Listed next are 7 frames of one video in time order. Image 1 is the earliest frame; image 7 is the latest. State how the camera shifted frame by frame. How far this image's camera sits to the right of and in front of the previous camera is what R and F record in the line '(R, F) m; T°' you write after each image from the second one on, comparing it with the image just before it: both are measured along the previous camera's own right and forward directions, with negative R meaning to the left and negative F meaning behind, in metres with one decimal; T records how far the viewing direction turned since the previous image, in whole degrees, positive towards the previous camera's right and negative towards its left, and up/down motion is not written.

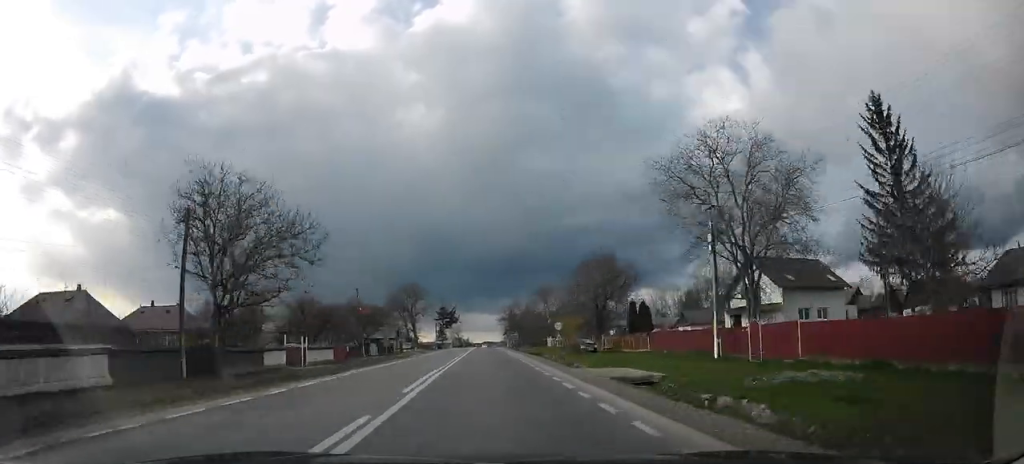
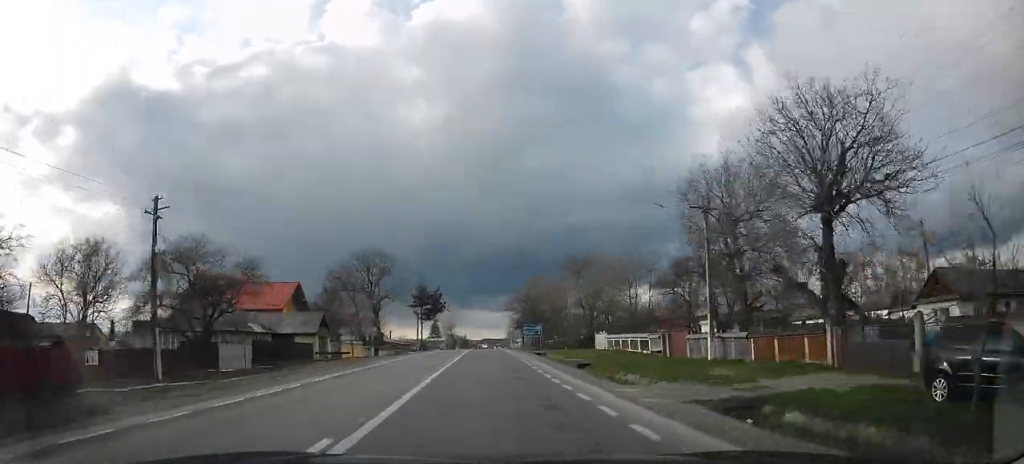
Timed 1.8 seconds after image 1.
(+2.0, +39.3) m; +2°
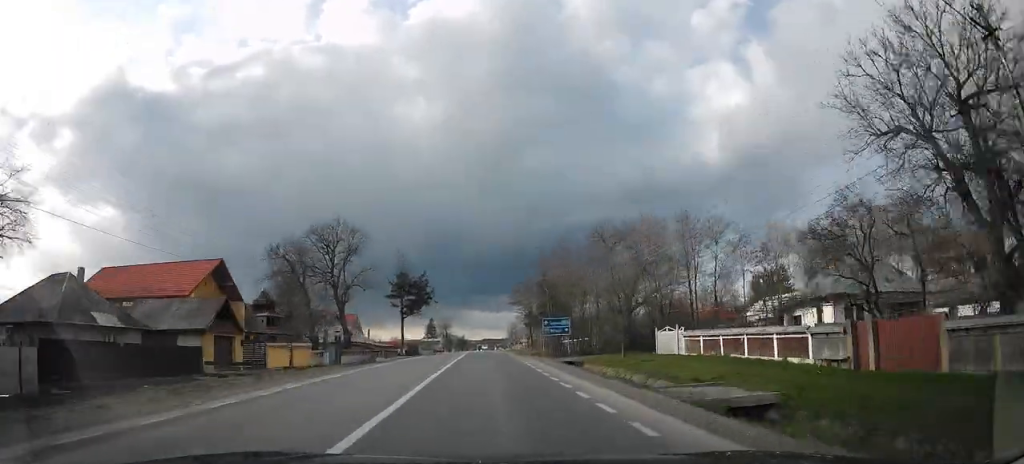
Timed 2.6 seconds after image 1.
(-0.9, +18.5) m; -2°
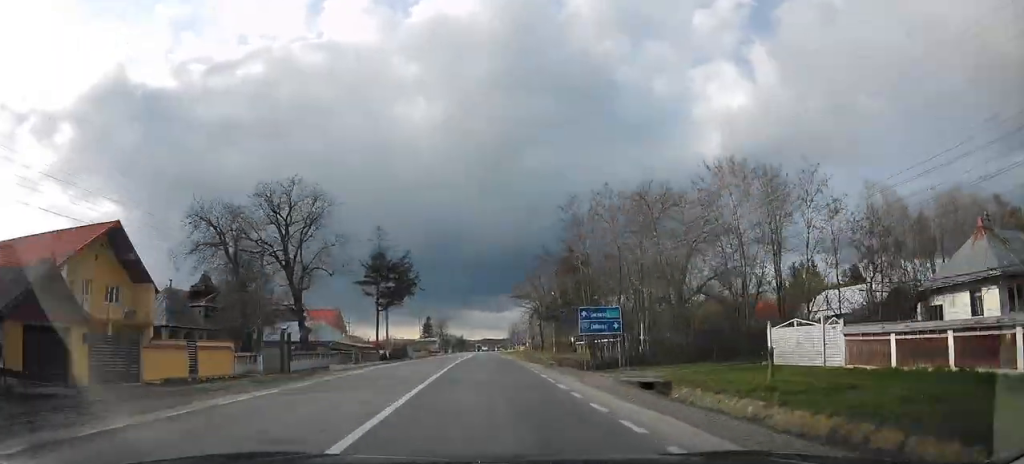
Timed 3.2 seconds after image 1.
(-0.3, +14.1) m; -1°
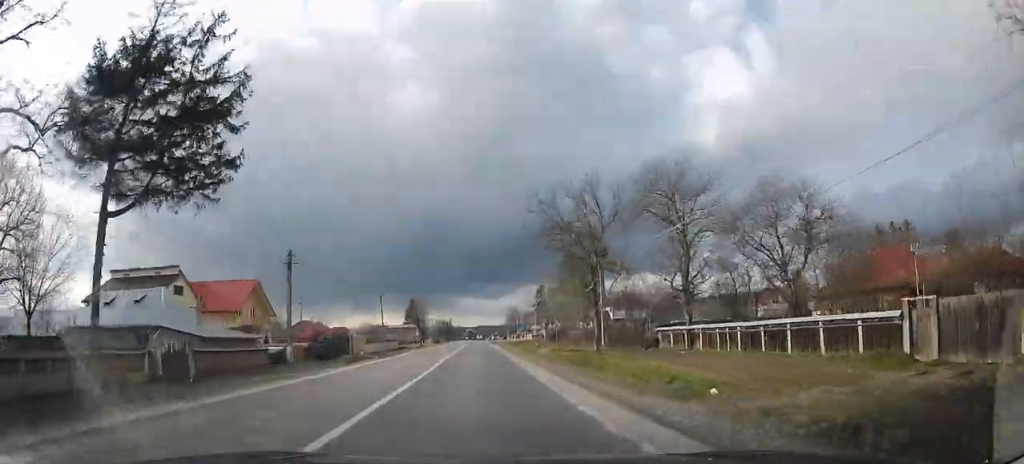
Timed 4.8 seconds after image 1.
(-0.2, +35.6) m; 0°
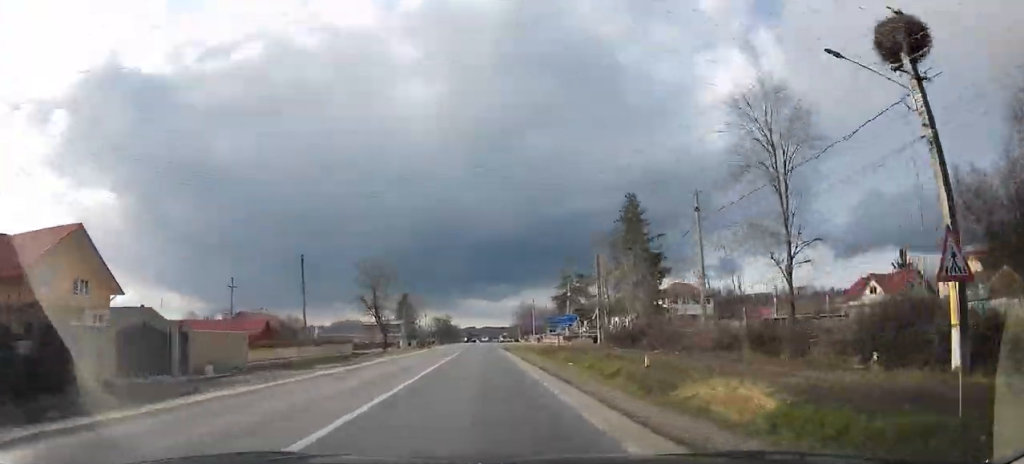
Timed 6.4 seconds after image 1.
(+1.2, +34.9) m; +2°
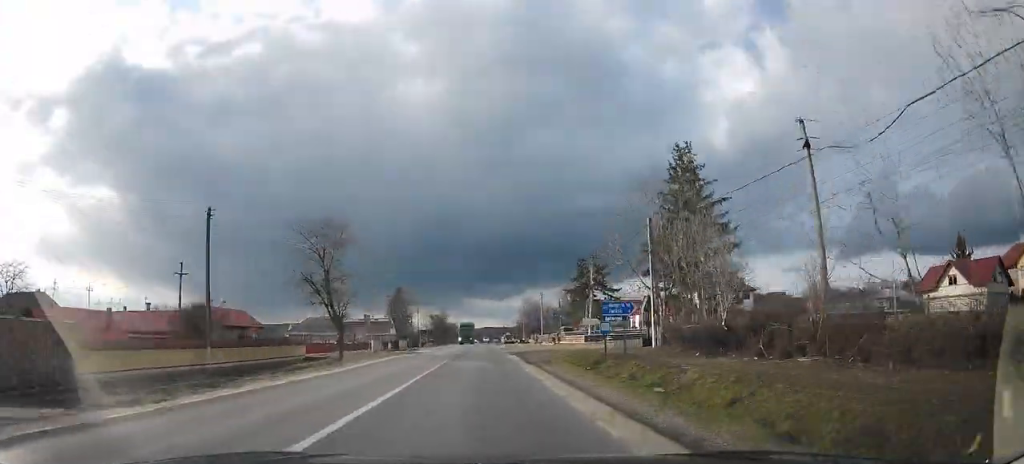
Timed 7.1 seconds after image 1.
(-0.1, +15.0) m; 0°
